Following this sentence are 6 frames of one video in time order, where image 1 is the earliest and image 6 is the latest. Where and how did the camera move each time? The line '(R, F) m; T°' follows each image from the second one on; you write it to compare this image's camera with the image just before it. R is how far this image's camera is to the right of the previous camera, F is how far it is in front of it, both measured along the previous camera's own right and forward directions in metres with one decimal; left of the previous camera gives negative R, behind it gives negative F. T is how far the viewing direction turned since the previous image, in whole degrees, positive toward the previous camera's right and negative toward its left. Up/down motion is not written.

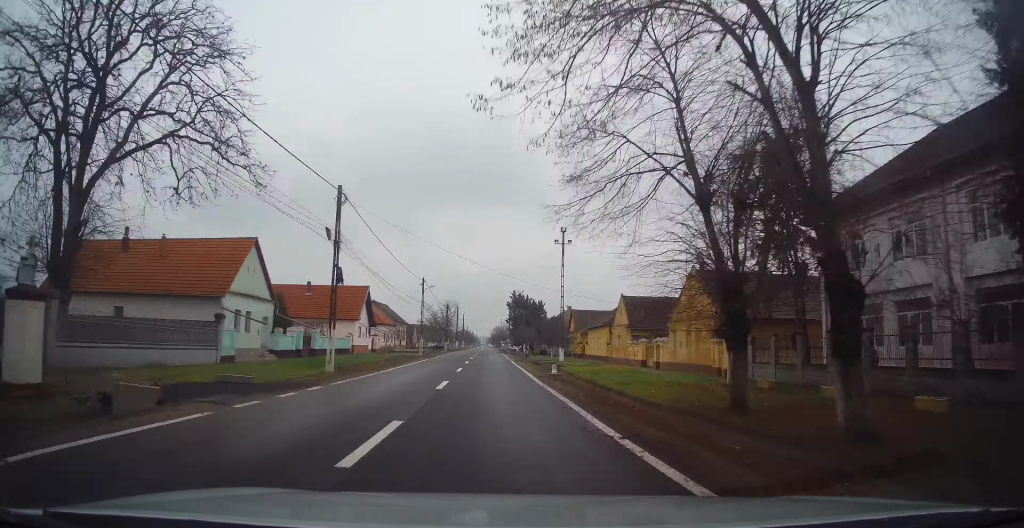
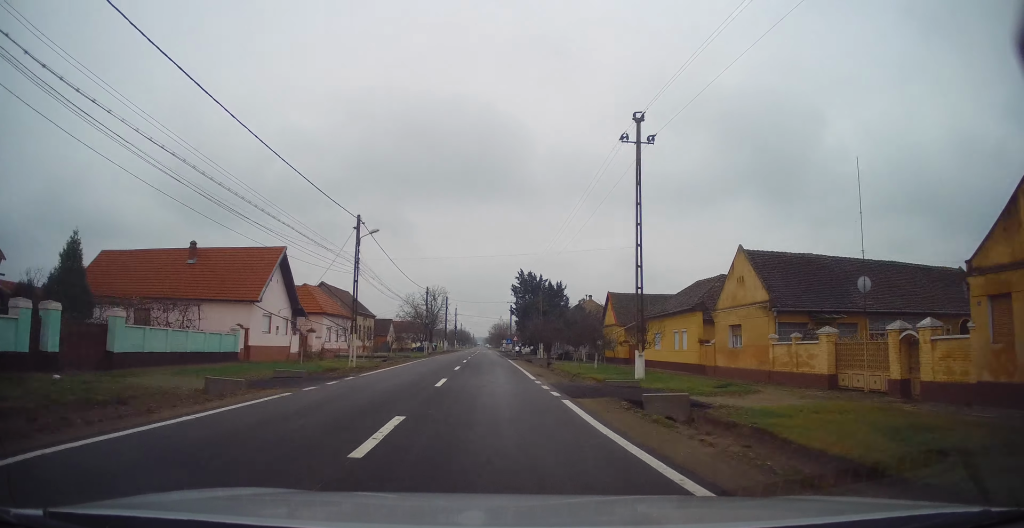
(+0.6, +26.7) m; +1°
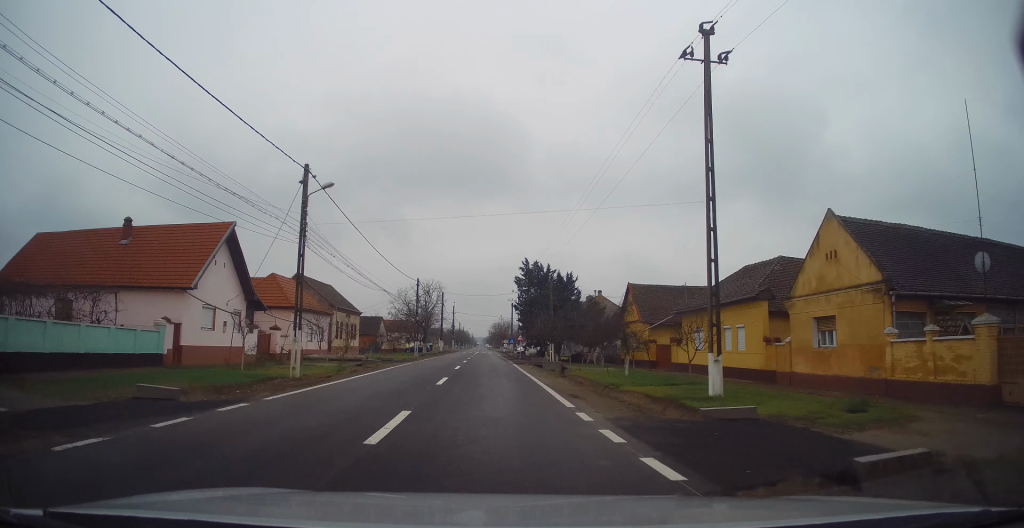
(0.0, +8.3) m; 0°
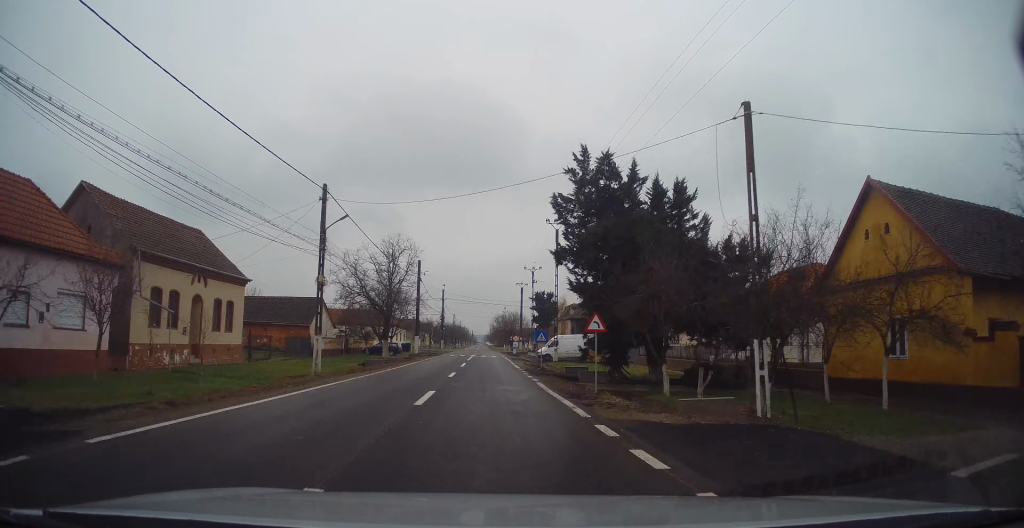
(-0.2, +32.0) m; -1°
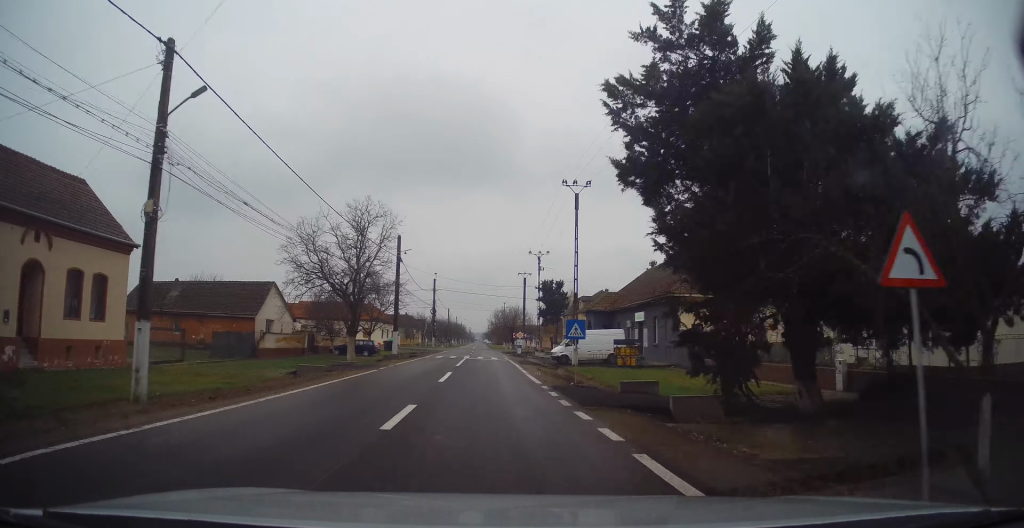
(0.0, +12.3) m; 0°
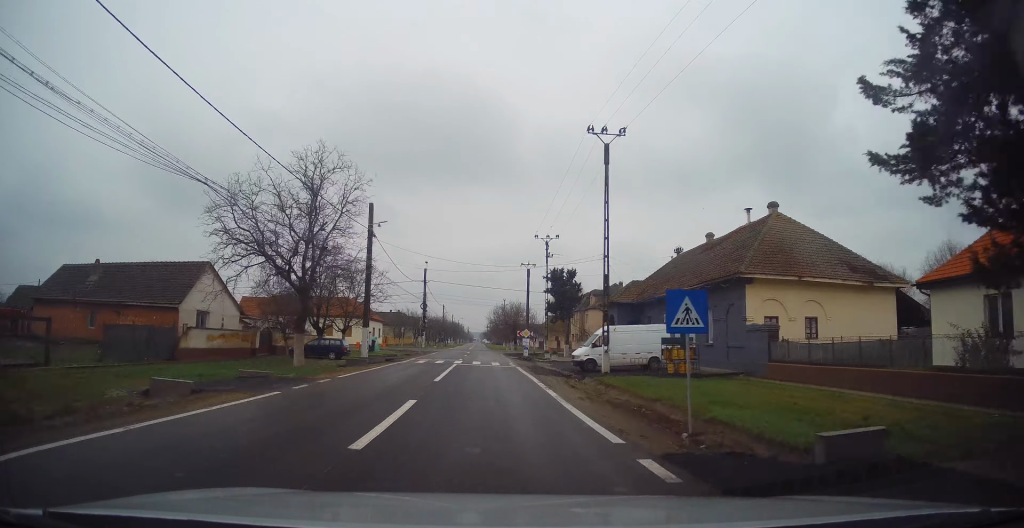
(0.0, +10.4) m; 0°
